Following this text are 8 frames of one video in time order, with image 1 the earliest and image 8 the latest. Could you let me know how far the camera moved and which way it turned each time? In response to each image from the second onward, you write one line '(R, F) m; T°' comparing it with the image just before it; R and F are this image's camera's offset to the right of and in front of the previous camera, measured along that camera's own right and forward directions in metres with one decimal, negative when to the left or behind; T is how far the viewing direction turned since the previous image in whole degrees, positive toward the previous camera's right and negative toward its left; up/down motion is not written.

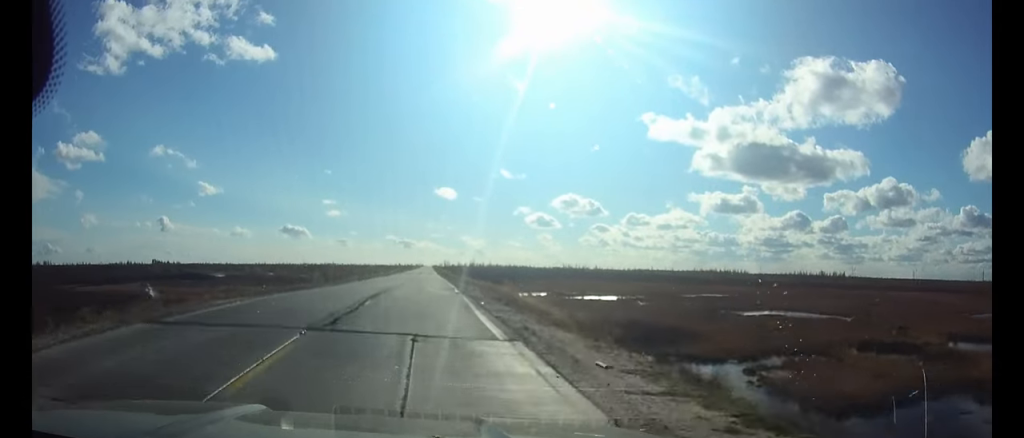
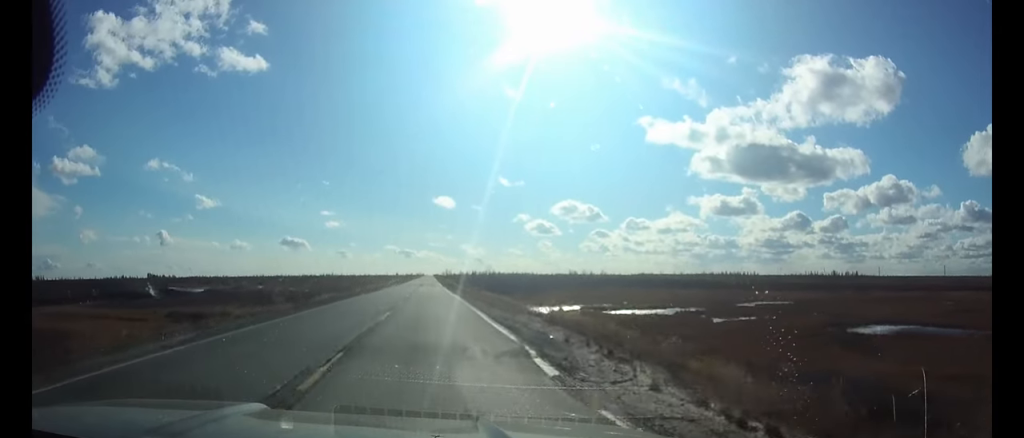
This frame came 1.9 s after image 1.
(+0.1, +24.3) m; +1°
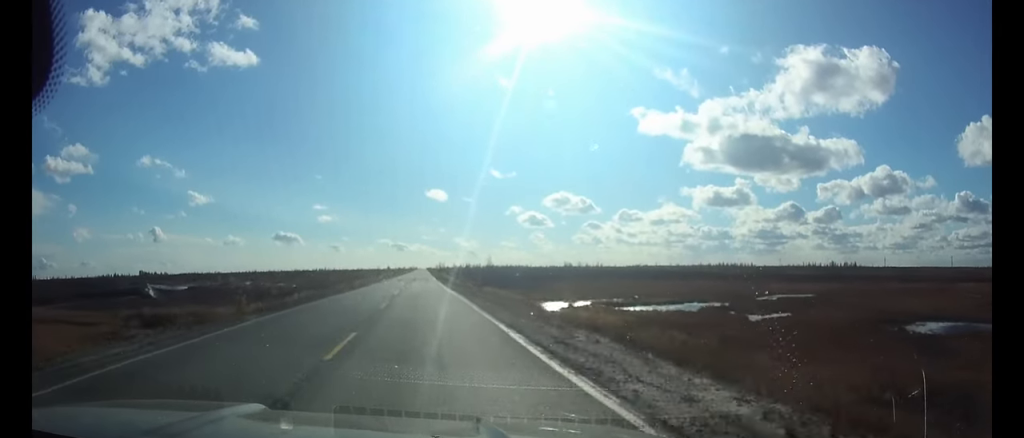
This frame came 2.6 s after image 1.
(0.0, +9.3) m; 0°
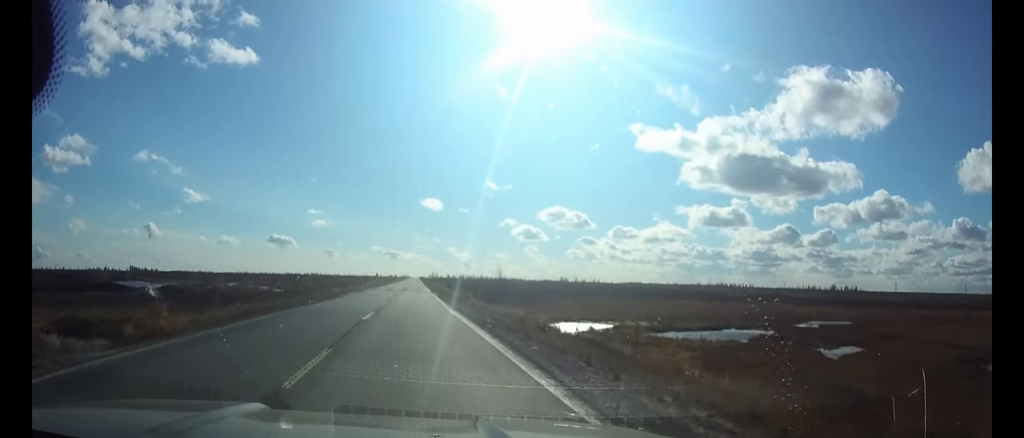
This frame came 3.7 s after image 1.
(0.0, +14.1) m; 0°
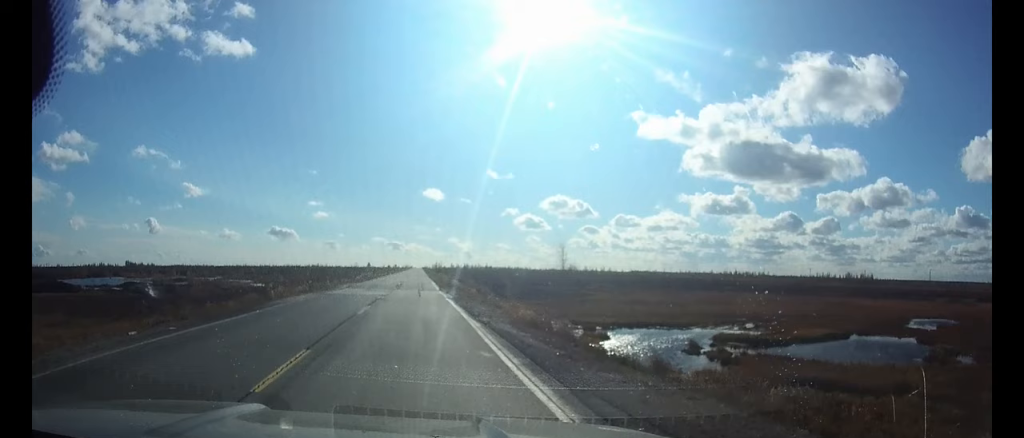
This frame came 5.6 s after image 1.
(0.0, +24.2) m; 0°
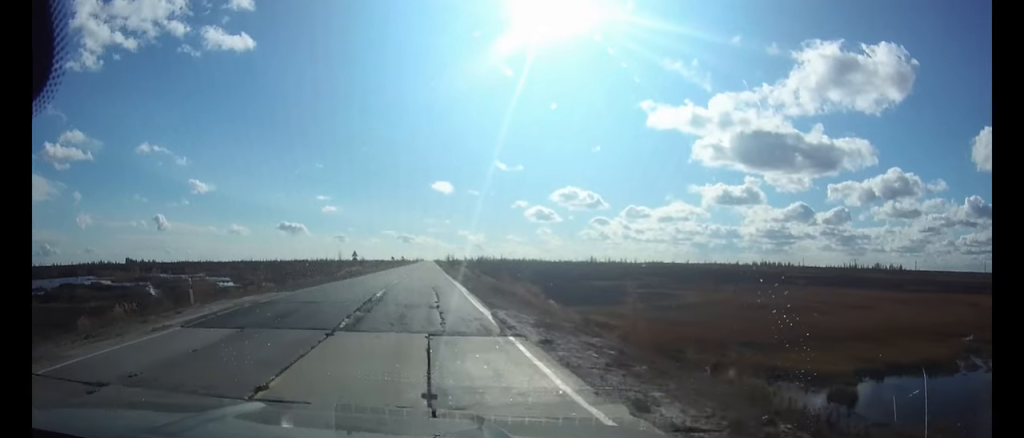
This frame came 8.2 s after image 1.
(-0.4, +32.0) m; -1°
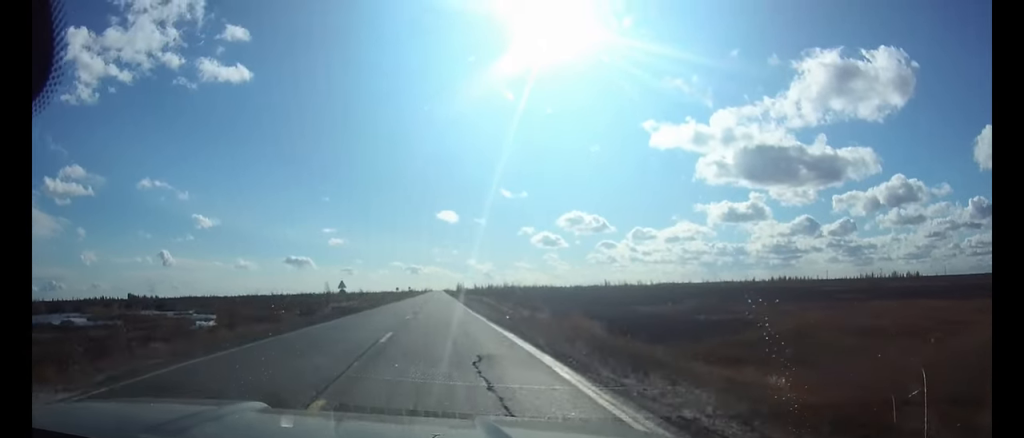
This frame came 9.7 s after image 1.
(0.0, +18.5) m; 0°
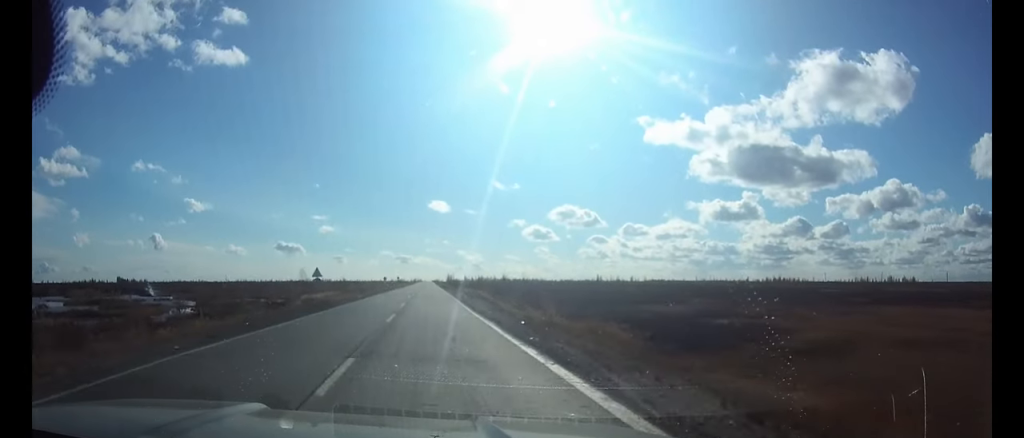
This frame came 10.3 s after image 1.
(0.0, +7.8) m; 0°
